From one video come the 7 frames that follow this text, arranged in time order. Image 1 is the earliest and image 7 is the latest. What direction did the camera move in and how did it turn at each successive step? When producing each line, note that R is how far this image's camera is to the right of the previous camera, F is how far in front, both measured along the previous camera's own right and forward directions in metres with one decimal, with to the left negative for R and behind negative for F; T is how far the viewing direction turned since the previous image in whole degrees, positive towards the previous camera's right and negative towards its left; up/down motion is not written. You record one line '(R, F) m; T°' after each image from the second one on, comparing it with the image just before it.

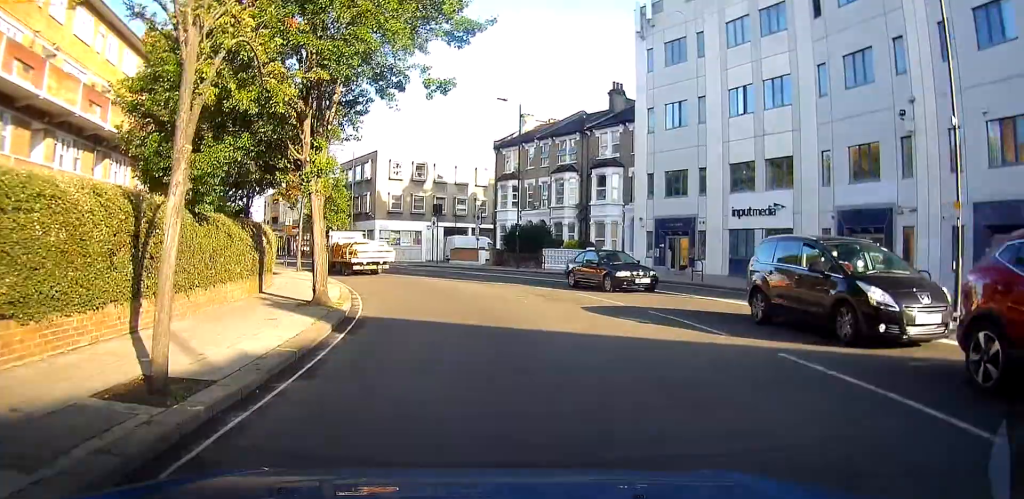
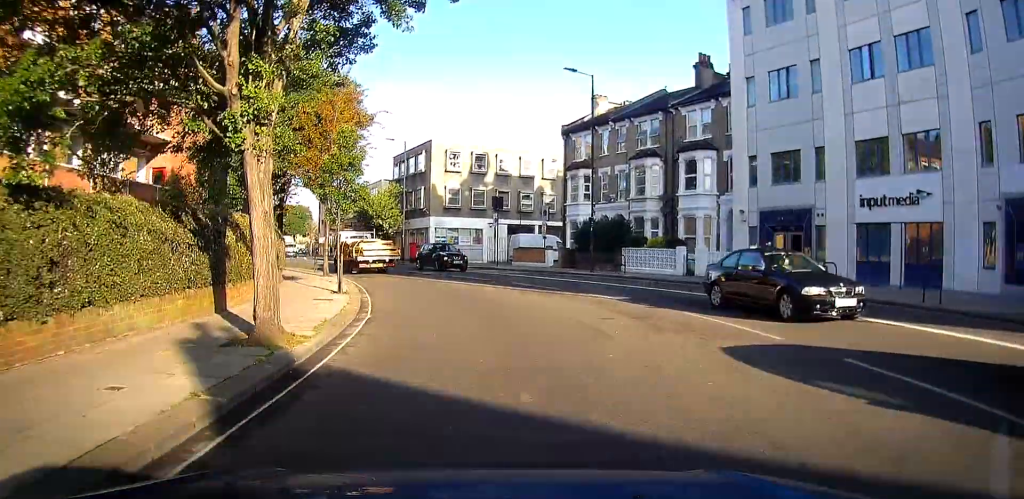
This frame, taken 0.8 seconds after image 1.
(-0.5, +6.2) m; -8°
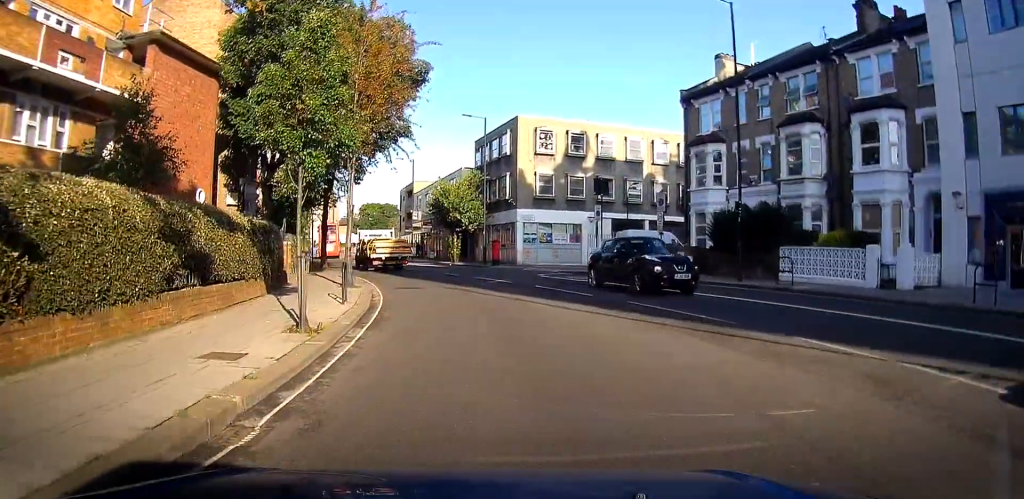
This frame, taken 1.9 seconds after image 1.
(-0.9, +9.4) m; -10°
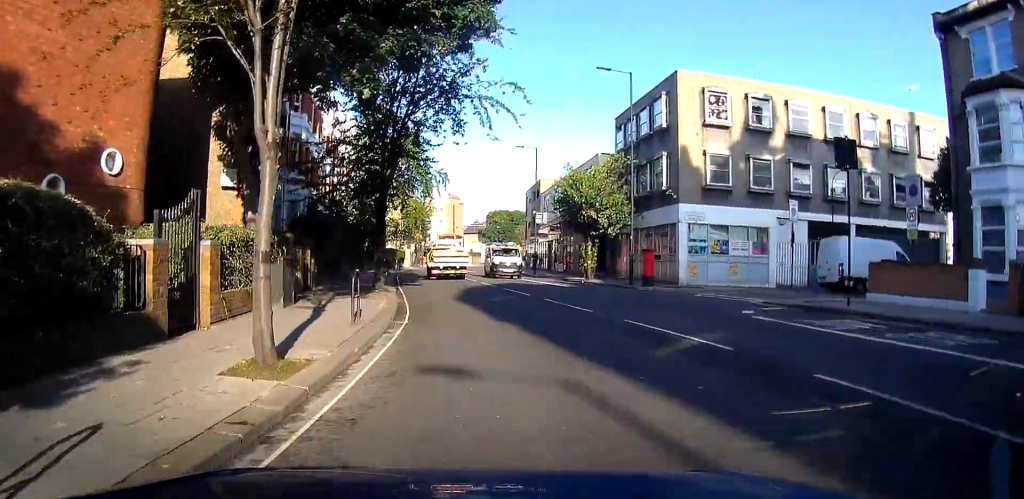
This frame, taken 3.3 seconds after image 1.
(-1.4, +12.8) m; -11°
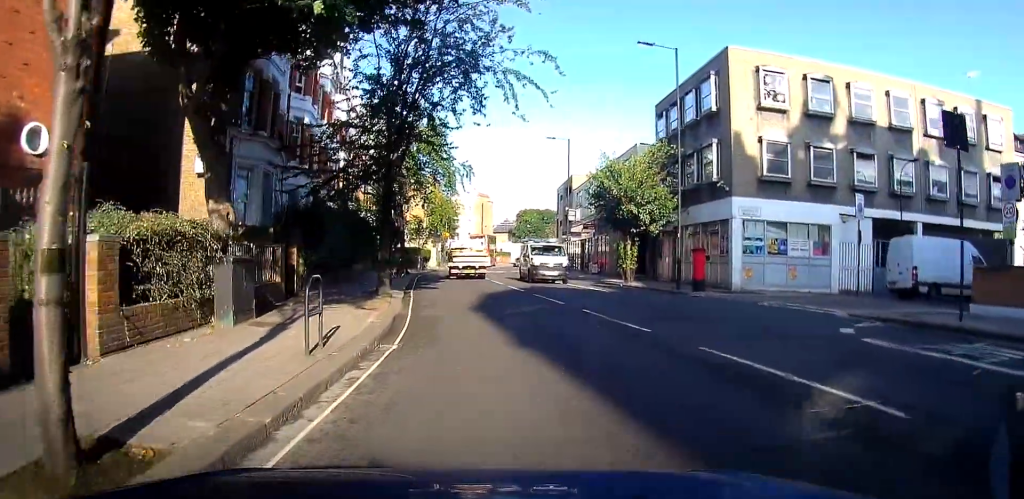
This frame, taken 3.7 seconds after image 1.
(0.0, +3.6) m; -2°
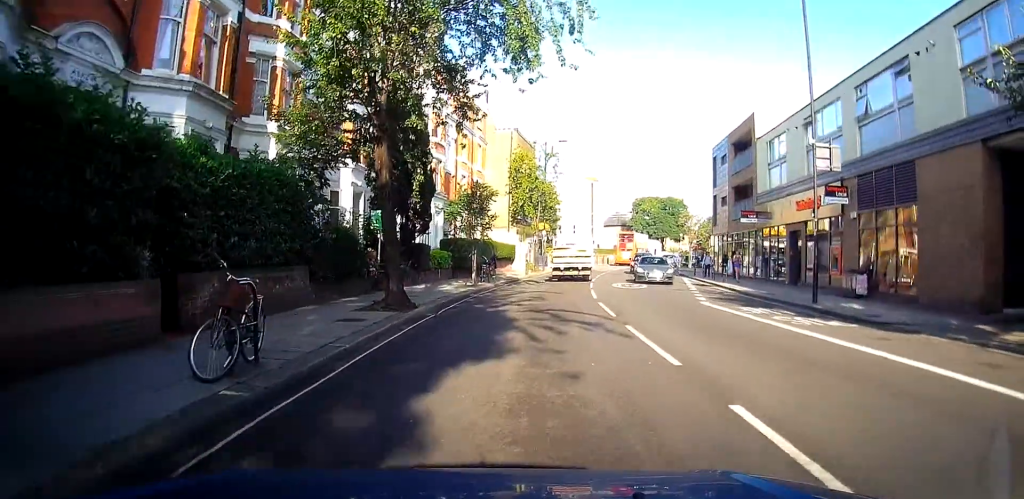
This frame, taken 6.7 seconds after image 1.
(-3.1, +26.6) m; -8°
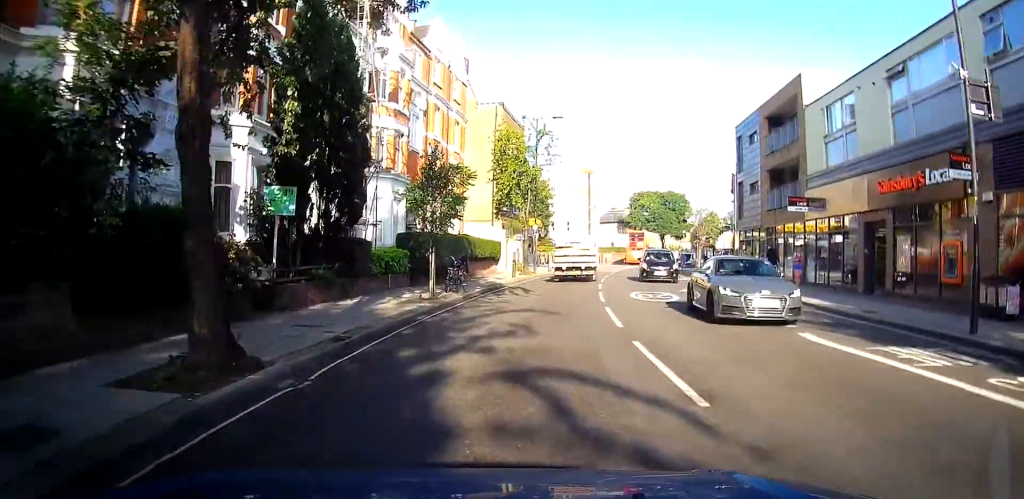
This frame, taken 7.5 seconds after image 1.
(+0.3, +7.9) m; +2°
